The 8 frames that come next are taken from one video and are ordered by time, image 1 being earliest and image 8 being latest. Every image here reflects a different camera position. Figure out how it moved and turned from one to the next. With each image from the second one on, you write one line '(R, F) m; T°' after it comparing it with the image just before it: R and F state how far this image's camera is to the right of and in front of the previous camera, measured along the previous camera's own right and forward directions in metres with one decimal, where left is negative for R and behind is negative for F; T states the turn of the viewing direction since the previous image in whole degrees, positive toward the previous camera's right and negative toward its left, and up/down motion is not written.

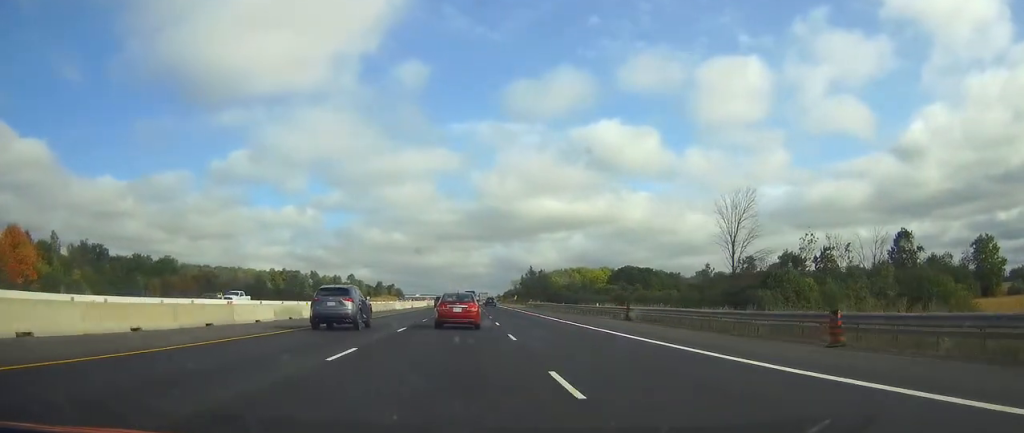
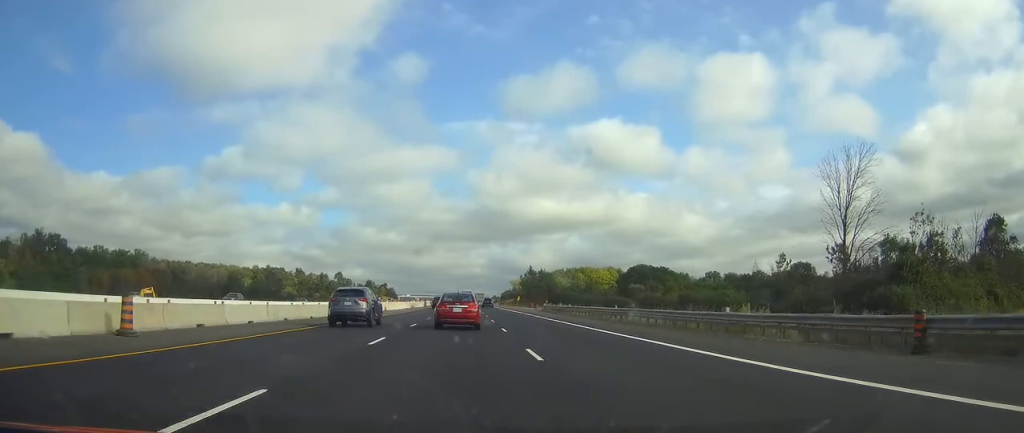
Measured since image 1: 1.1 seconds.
(+0.2, +31.1) m; 0°
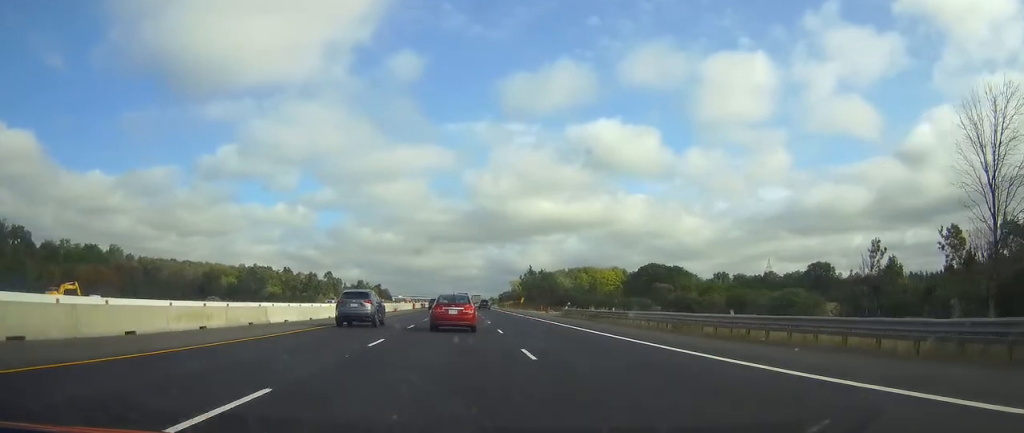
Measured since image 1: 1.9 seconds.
(0.0, +22.8) m; 0°
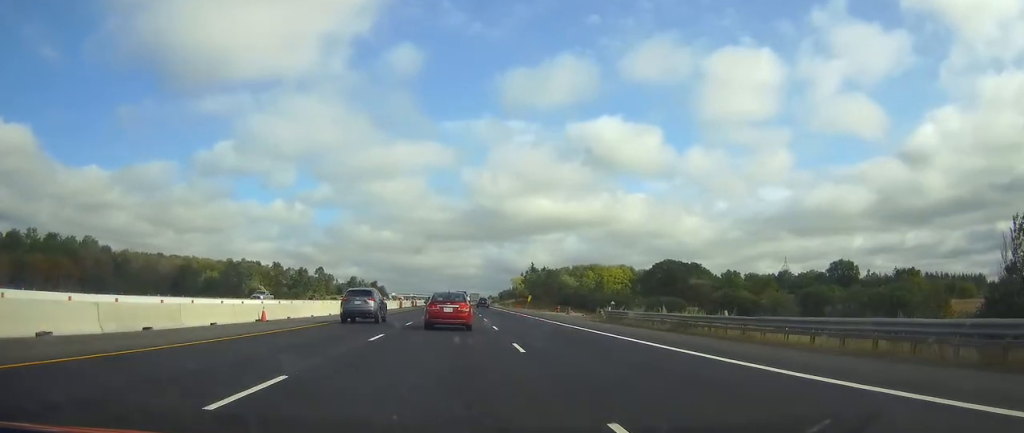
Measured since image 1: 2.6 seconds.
(0.0, +21.5) m; 0°
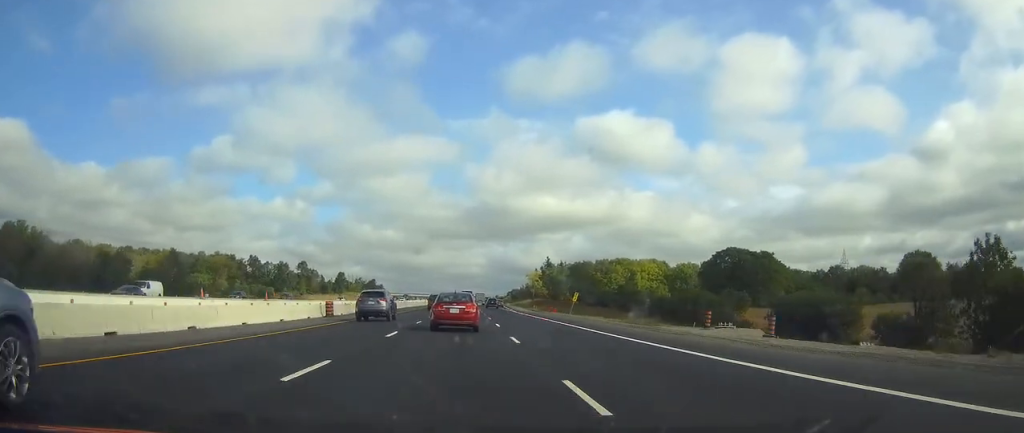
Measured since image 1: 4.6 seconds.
(+0.7, +54.1) m; -1°
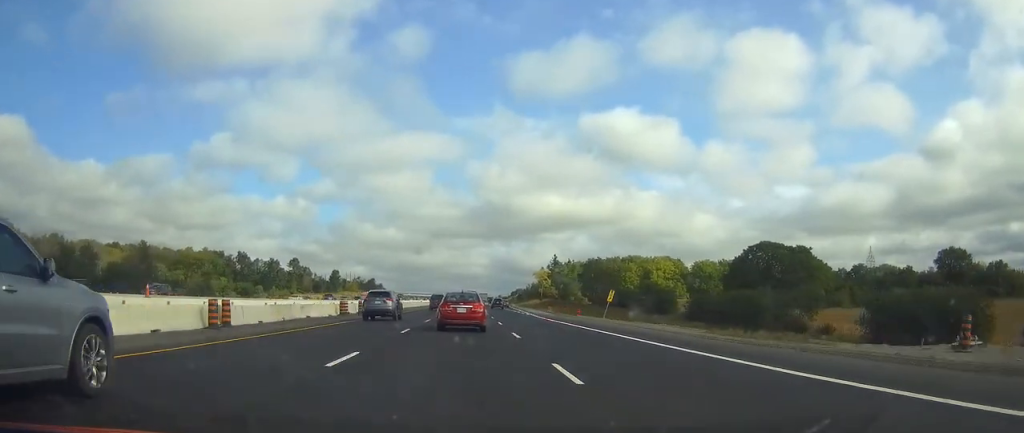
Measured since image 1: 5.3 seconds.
(-0.8, +23.1) m; -1°
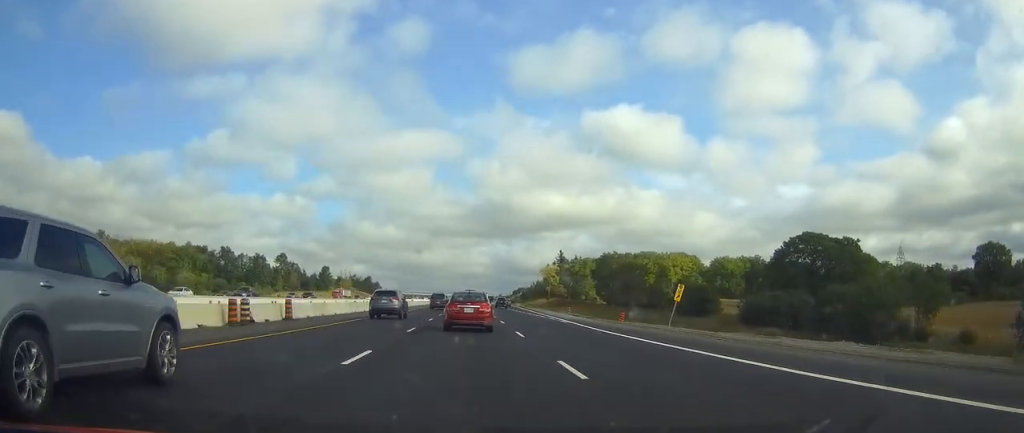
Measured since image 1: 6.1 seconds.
(+0.3, +25.4) m; +1°
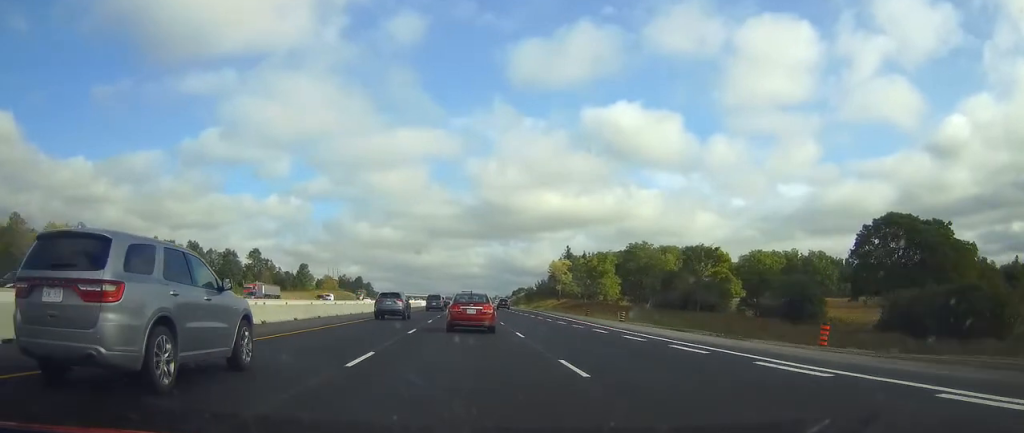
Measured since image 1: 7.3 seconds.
(+0.2, +38.4) m; 0°
